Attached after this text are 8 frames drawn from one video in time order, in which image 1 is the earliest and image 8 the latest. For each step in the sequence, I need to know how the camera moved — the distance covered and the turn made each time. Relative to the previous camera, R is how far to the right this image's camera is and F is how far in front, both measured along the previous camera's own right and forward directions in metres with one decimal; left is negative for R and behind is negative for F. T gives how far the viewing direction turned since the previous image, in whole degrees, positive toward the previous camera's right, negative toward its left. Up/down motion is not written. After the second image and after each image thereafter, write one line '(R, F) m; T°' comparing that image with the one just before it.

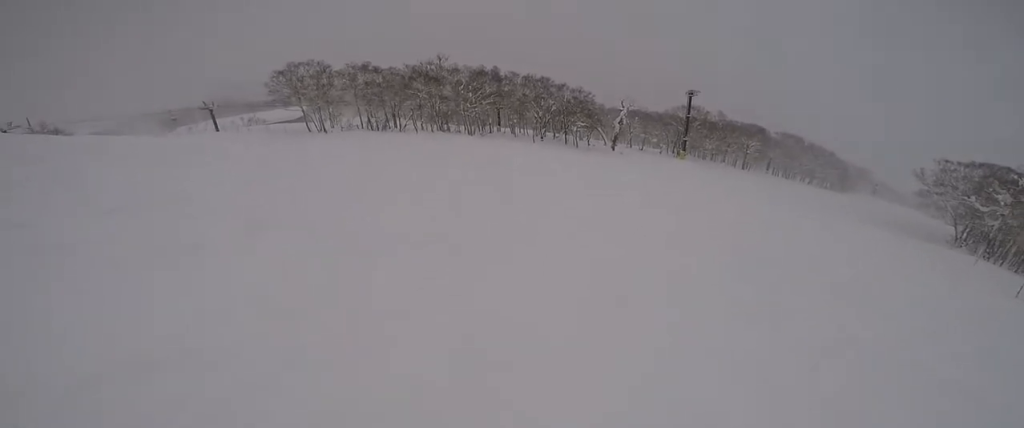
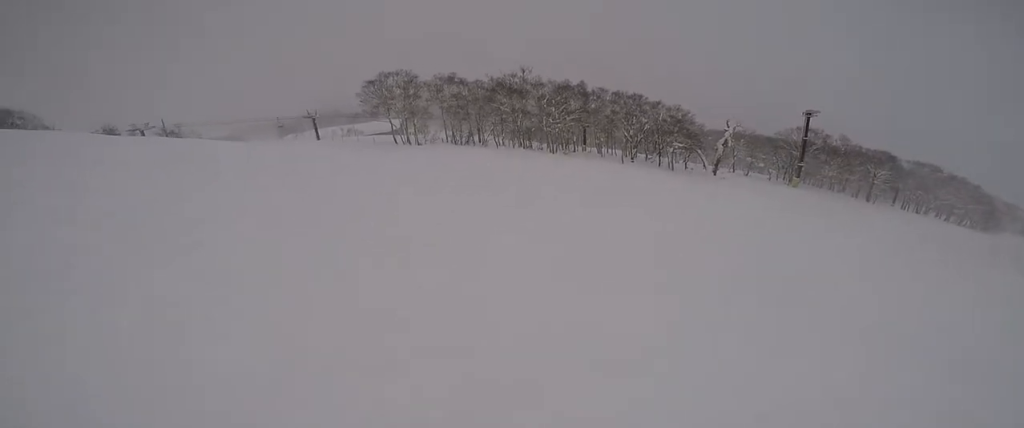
(-0.7, +3.9) m; -3°
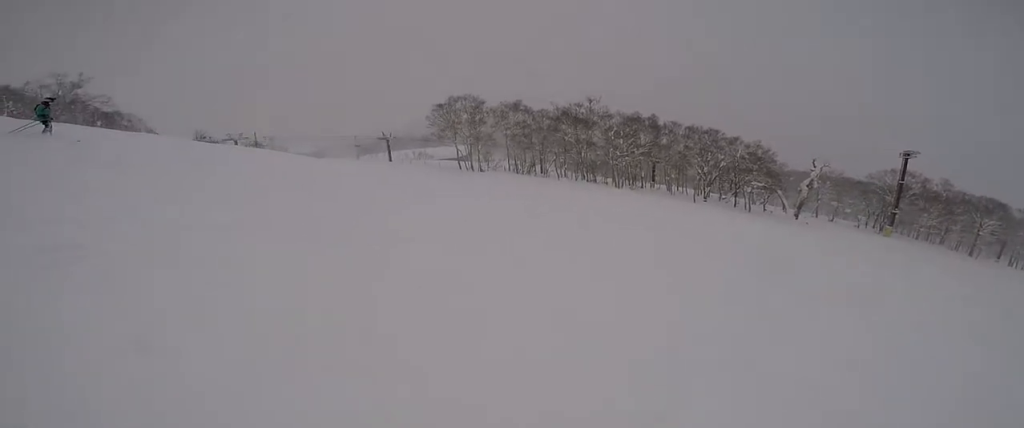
(-0.1, +1.9) m; 0°
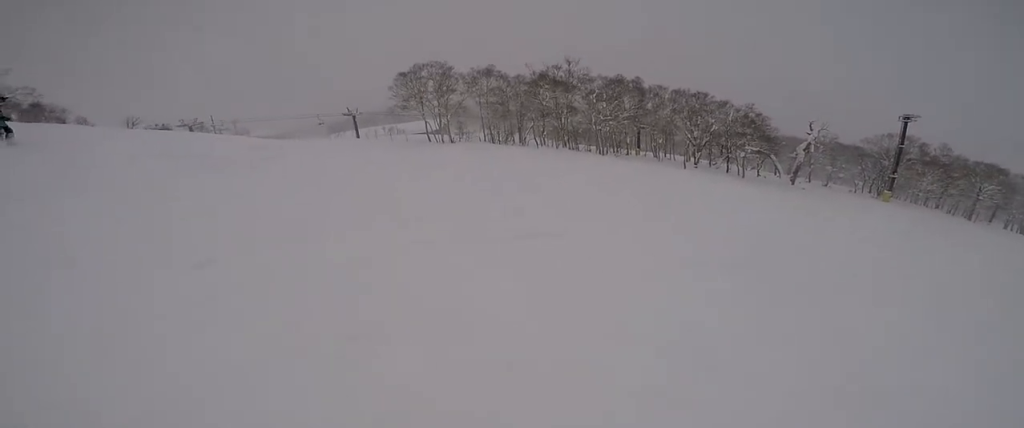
(+0.6, +4.5) m; 0°
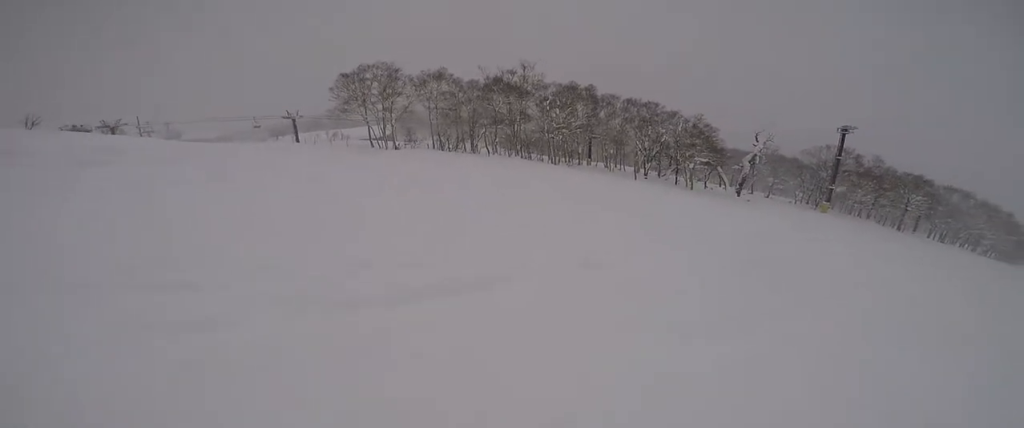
(-0.2, +2.8) m; -8°
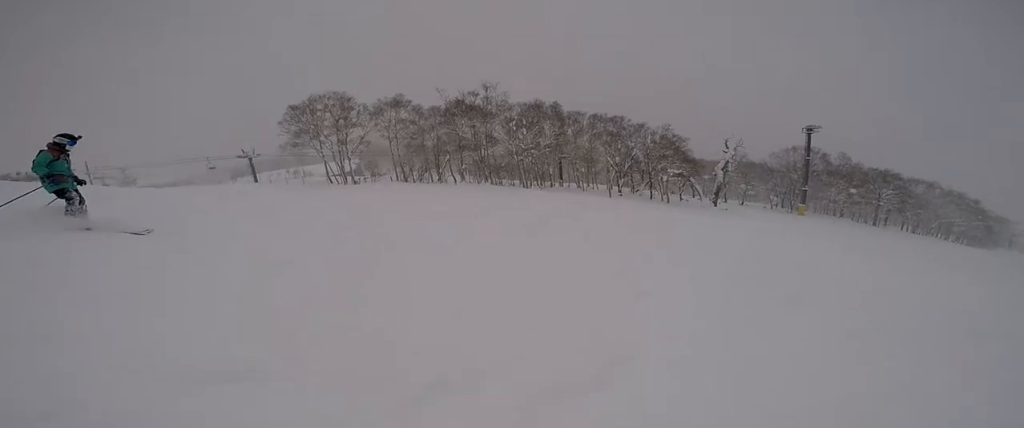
(-0.4, +3.3) m; +14°
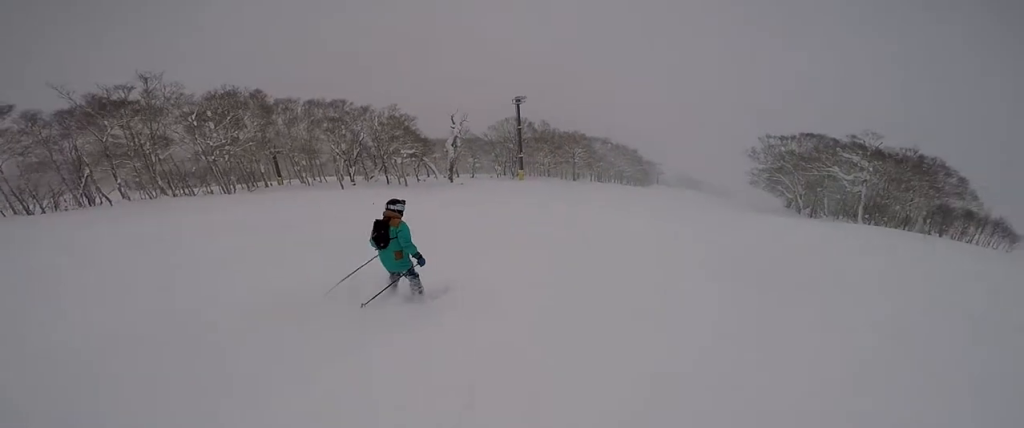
(+1.9, +3.9) m; +32°
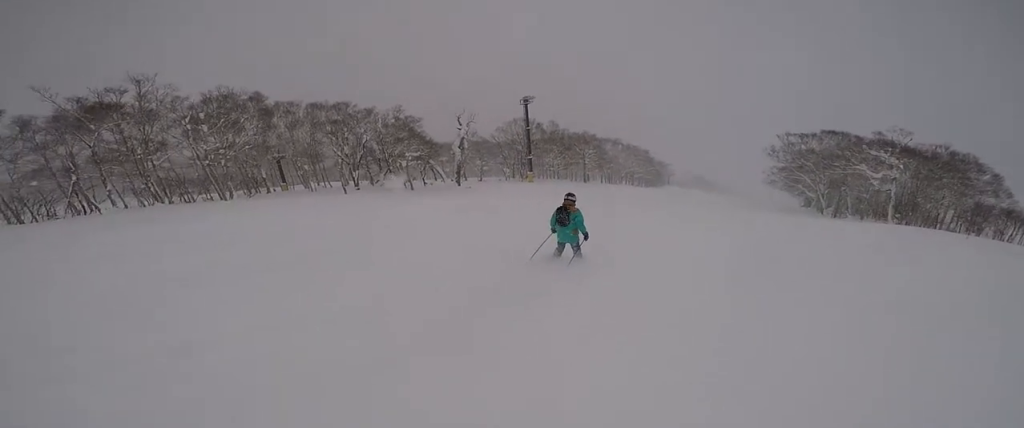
(-0.3, +2.7) m; -8°
